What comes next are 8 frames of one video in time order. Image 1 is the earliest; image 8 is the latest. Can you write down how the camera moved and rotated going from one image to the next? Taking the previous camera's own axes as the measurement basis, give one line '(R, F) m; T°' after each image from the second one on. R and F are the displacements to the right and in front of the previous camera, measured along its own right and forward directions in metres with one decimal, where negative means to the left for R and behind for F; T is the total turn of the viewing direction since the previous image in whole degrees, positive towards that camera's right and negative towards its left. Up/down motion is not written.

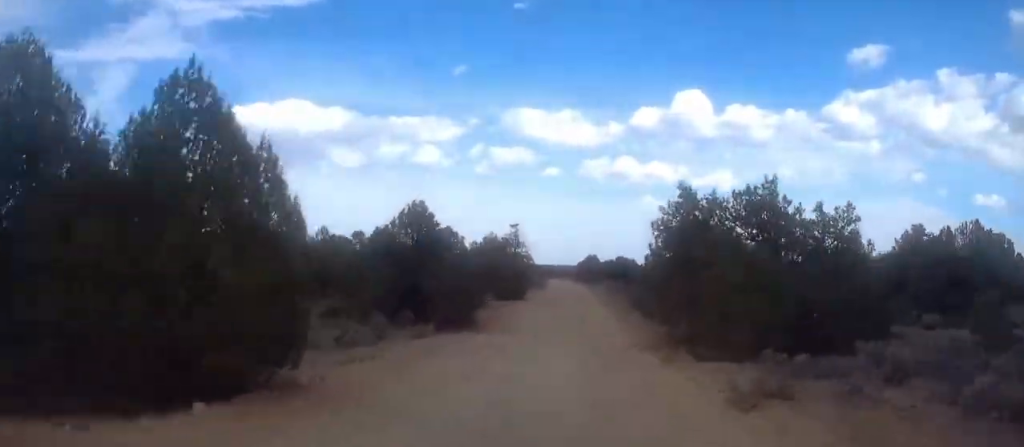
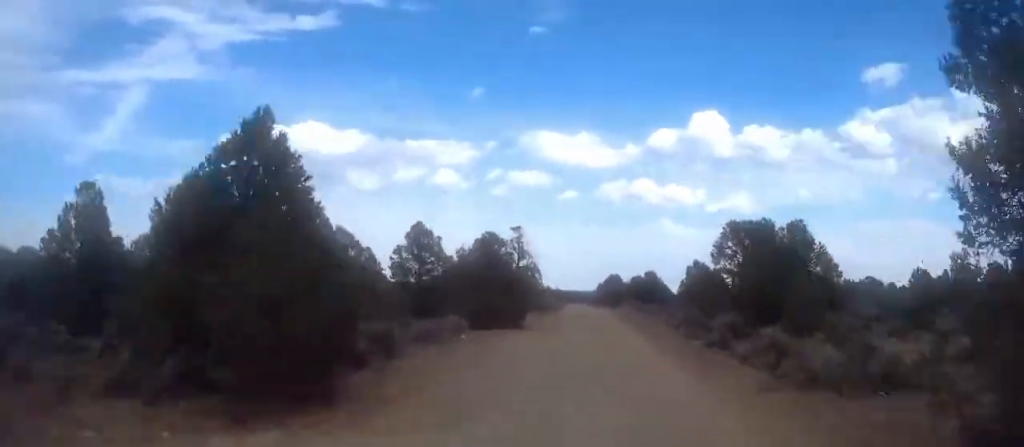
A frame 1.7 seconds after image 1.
(-0.3, +18.4) m; -1°
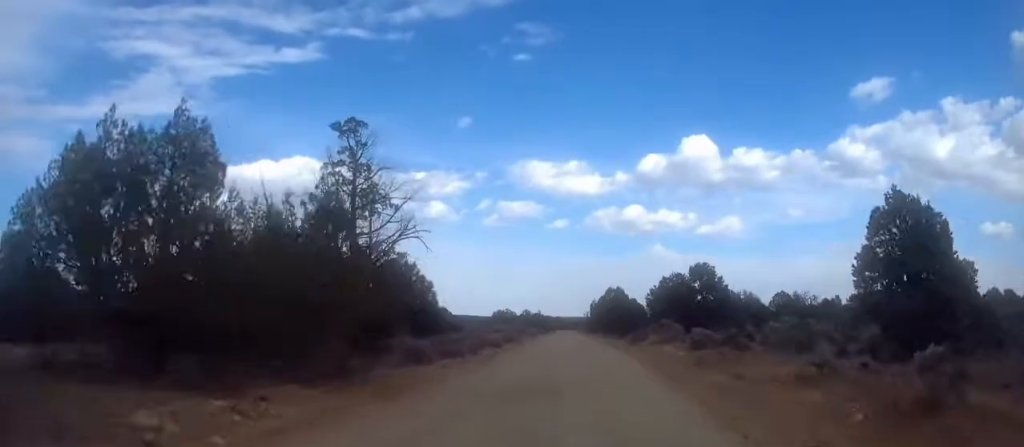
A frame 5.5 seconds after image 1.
(-0.2, +42.7) m; -1°
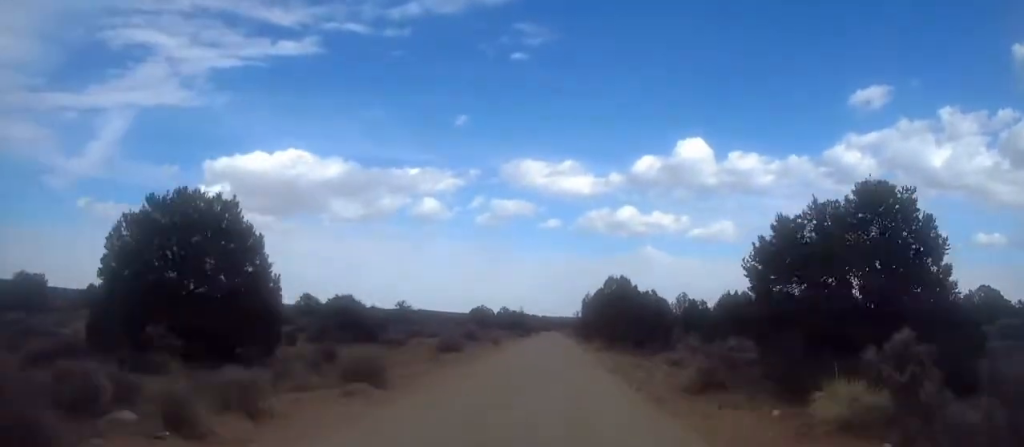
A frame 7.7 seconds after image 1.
(0.0, +26.0) m; 0°
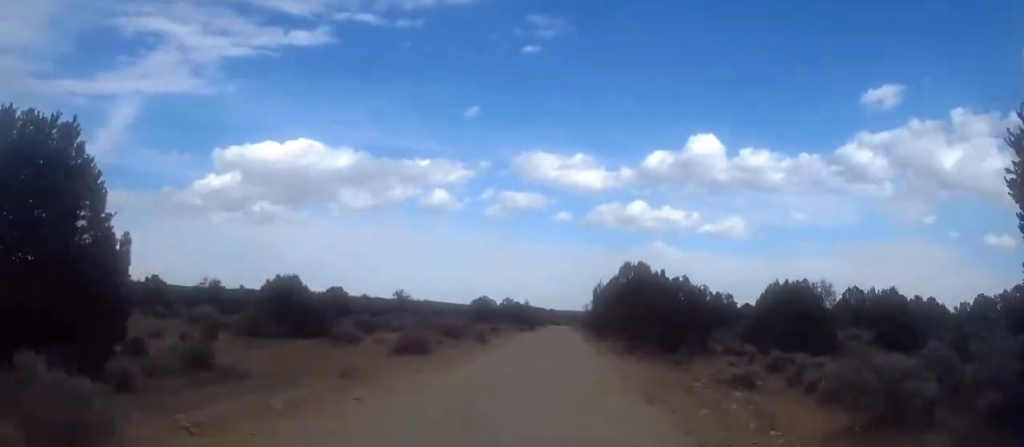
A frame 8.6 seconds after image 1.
(+0.2, +10.0) m; 0°
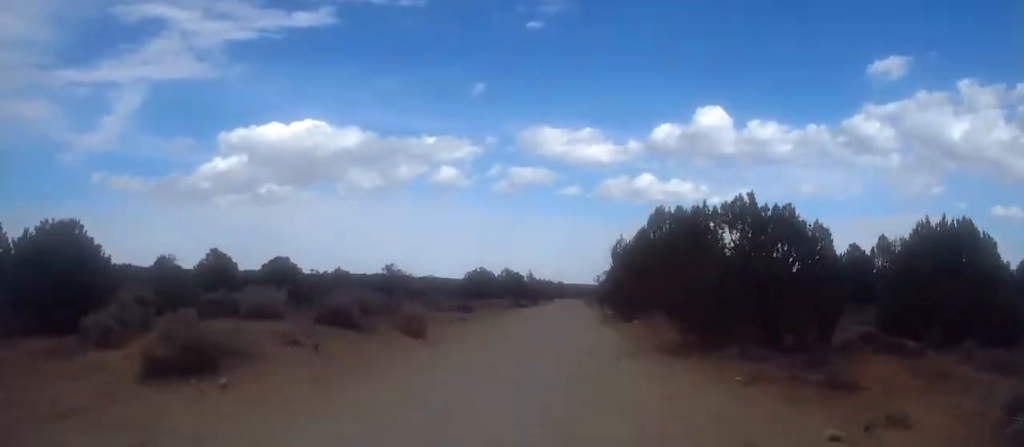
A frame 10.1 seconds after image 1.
(-0.2, +17.0) m; 0°
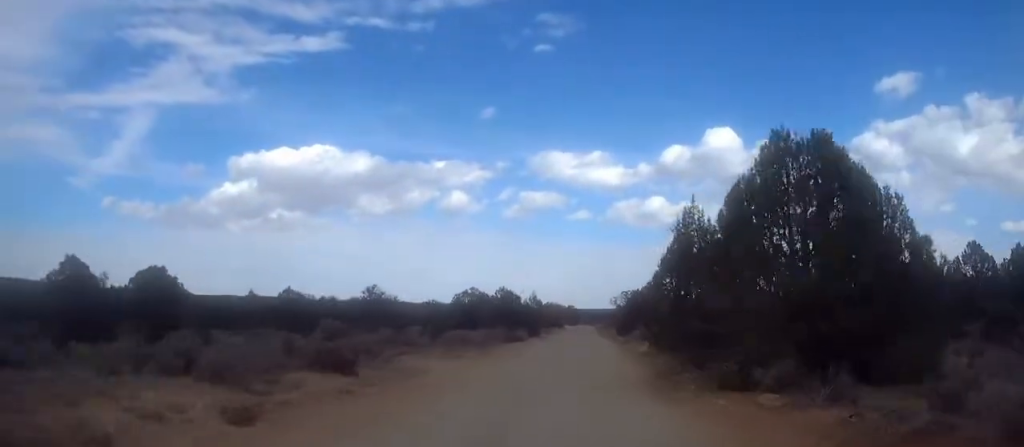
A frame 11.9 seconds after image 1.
(-0.1, +21.1) m; 0°
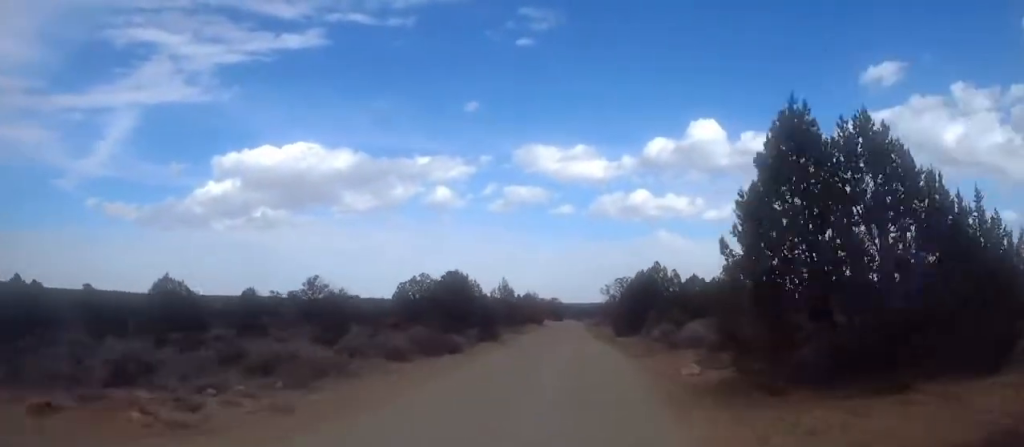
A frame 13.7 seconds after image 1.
(+0.2, +22.0) m; +1°
